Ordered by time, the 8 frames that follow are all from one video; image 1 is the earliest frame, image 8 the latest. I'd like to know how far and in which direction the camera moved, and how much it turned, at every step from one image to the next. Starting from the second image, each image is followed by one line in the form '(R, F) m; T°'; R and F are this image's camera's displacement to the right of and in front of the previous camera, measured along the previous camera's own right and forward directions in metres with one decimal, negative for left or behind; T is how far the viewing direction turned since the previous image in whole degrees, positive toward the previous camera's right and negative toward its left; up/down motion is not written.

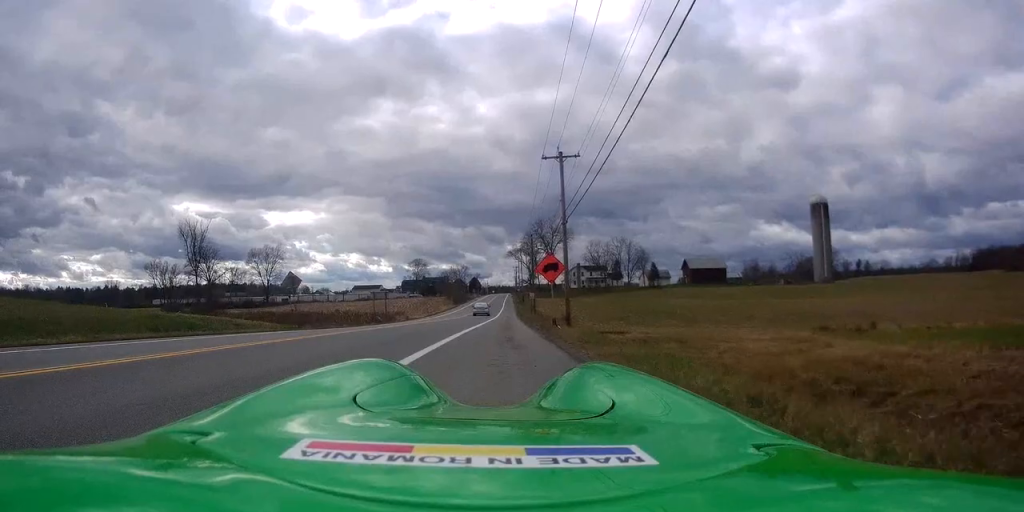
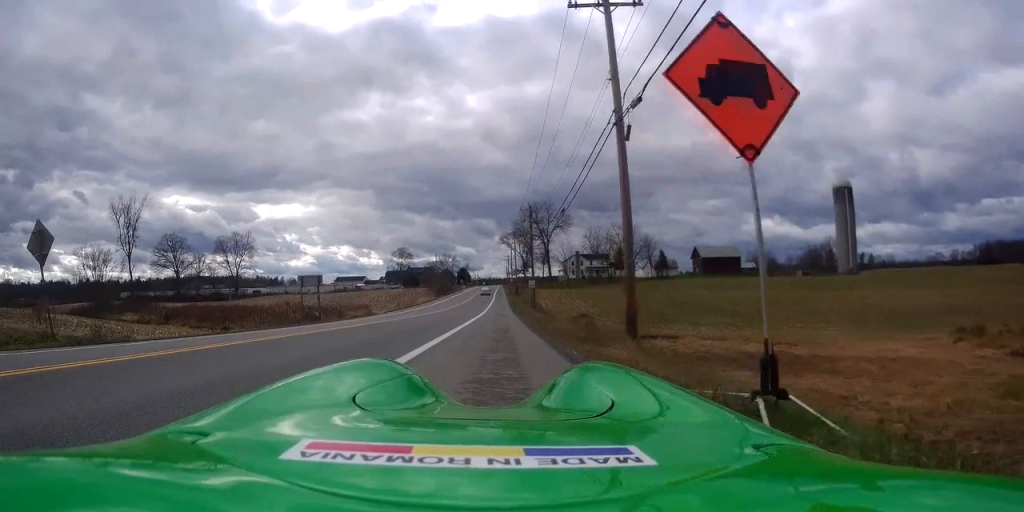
(-0.1, +19.1) m; 0°
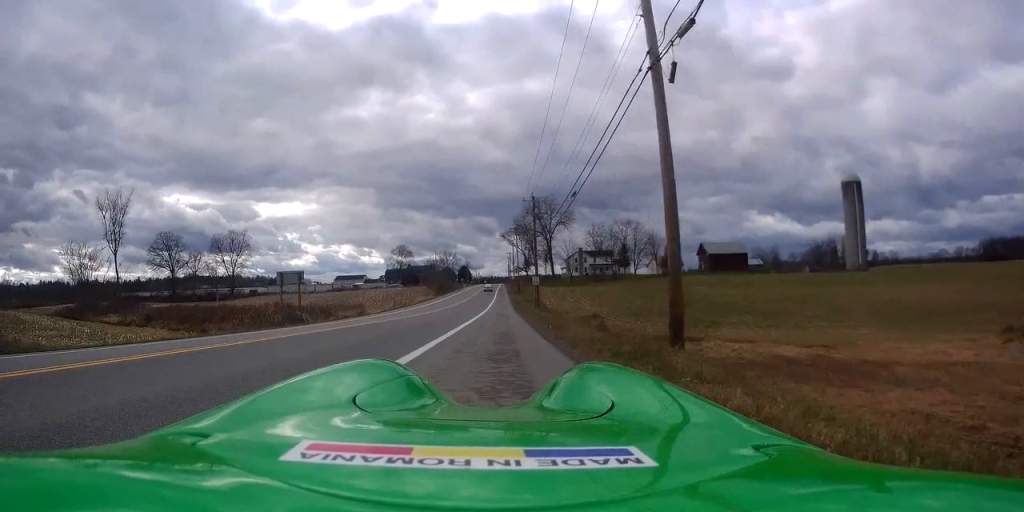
(+0.1, +3.8) m; -1°
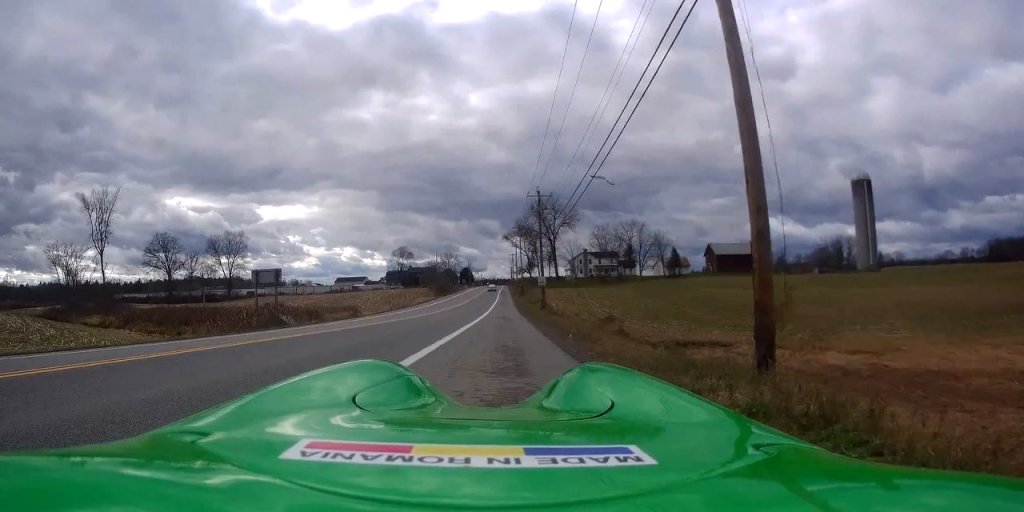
(-0.5, +4.2) m; -2°
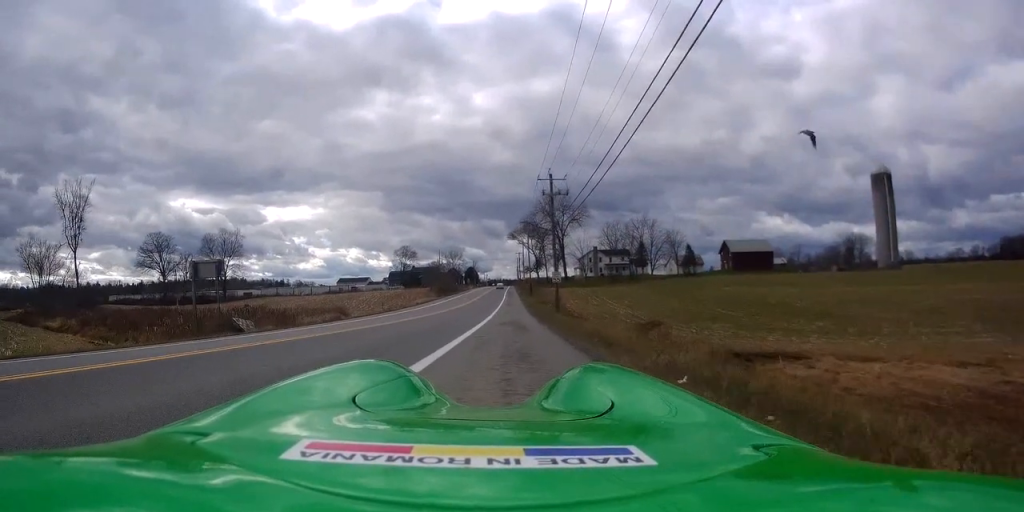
(+0.3, +7.5) m; 0°
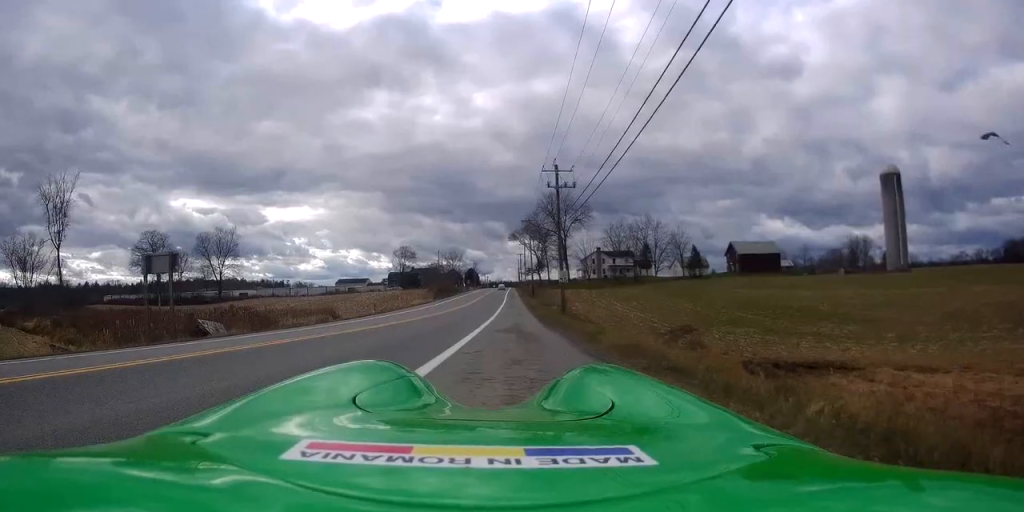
(0.0, +3.8) m; -1°
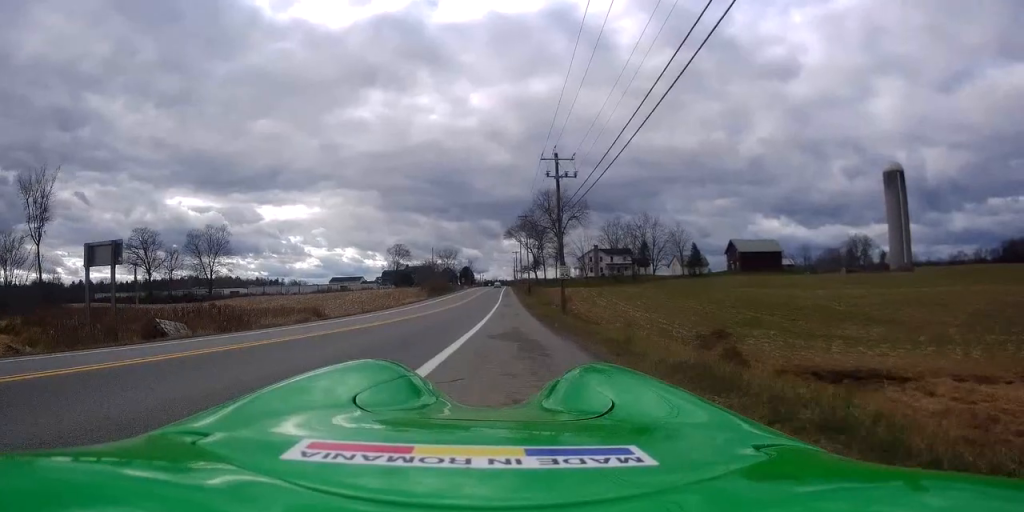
(-0.1, +3.2) m; -2°
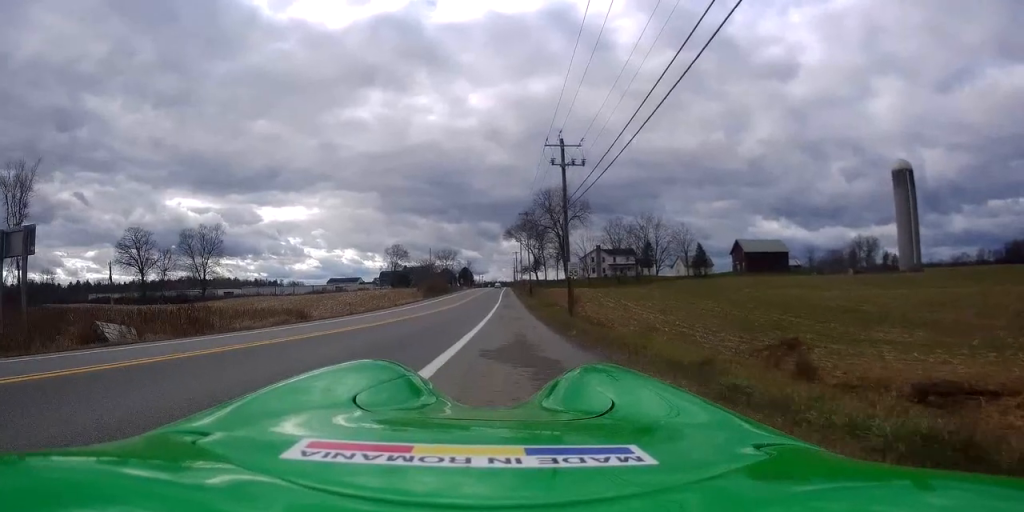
(-0.1, +4.2) m; 0°
